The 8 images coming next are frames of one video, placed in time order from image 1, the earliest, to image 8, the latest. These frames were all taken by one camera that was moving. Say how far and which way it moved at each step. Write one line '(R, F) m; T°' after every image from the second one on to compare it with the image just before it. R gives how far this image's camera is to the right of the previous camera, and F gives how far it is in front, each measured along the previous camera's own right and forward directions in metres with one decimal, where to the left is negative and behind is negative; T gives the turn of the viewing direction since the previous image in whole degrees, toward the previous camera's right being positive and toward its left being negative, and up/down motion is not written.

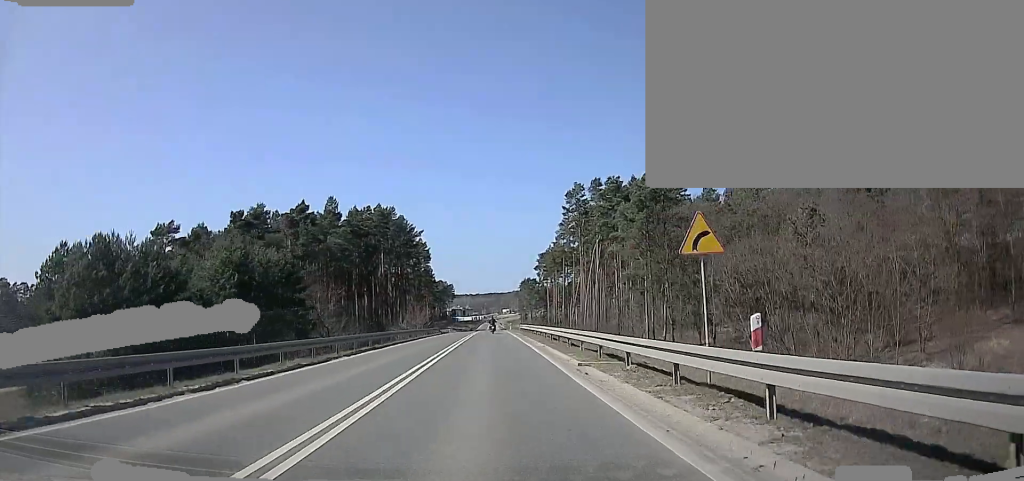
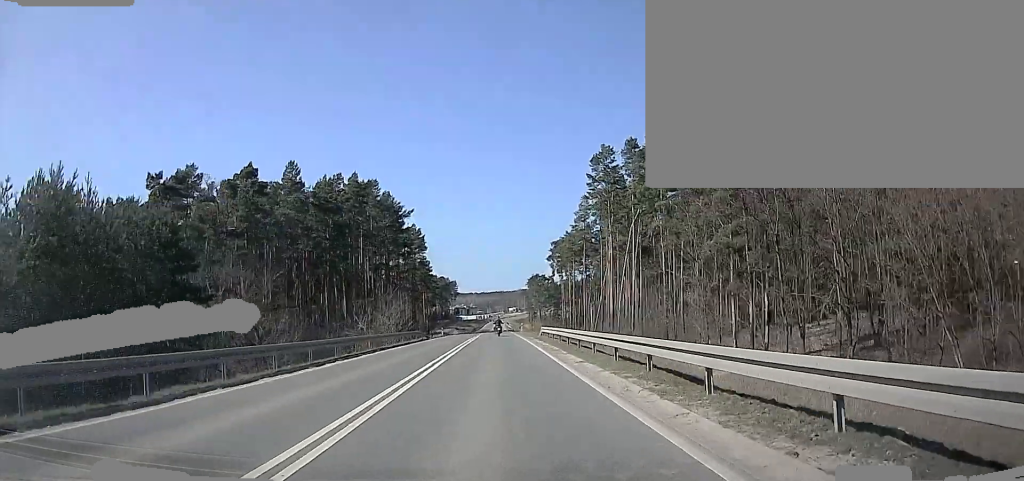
(0.0, +23.8) m; 0°
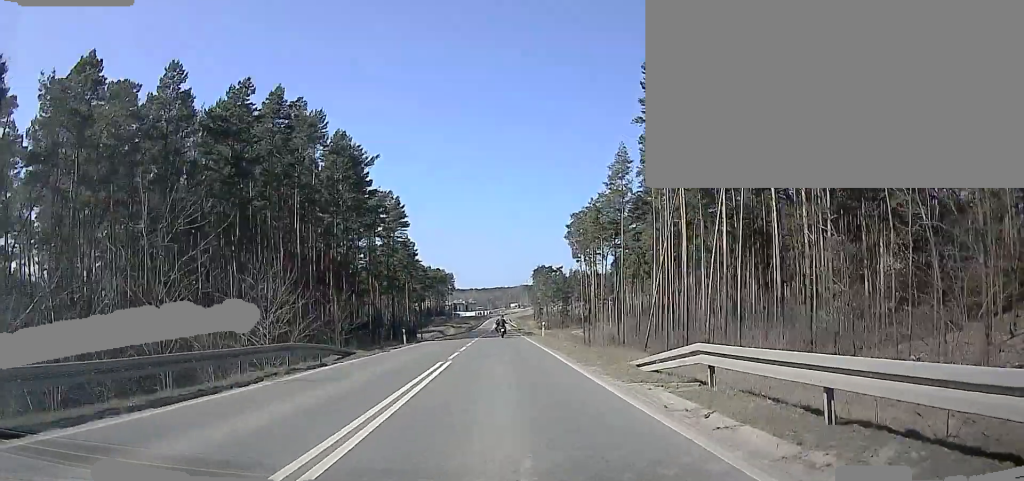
(0.0, +33.2) m; 0°
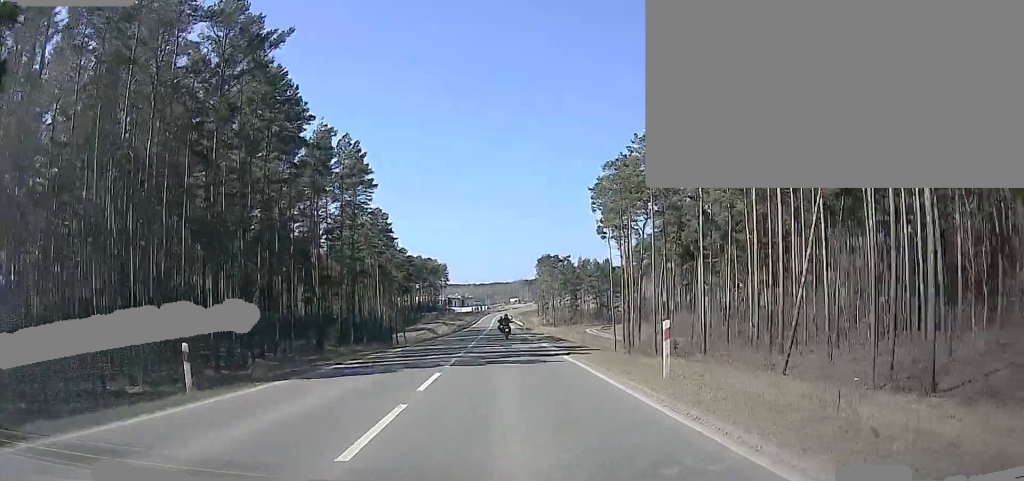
(0.0, +32.1) m; 0°
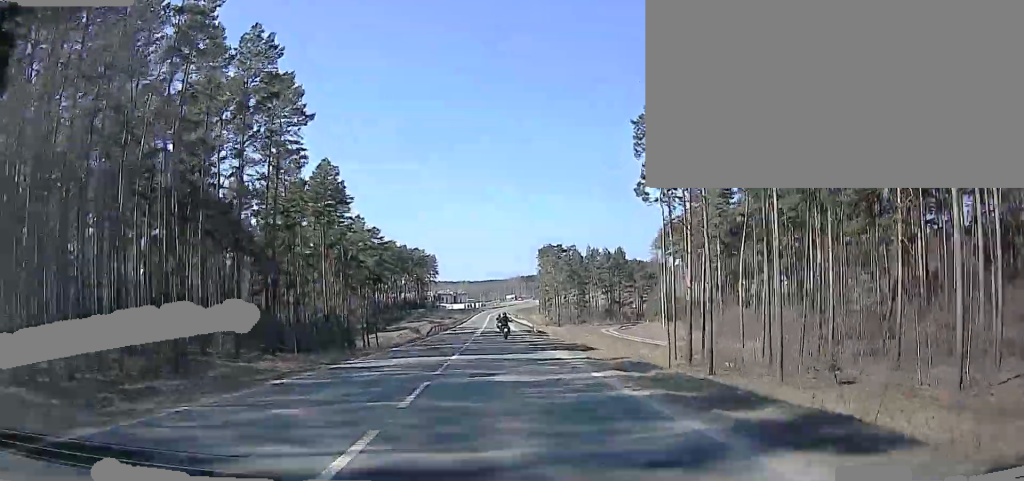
(0.0, +30.1) m; 0°
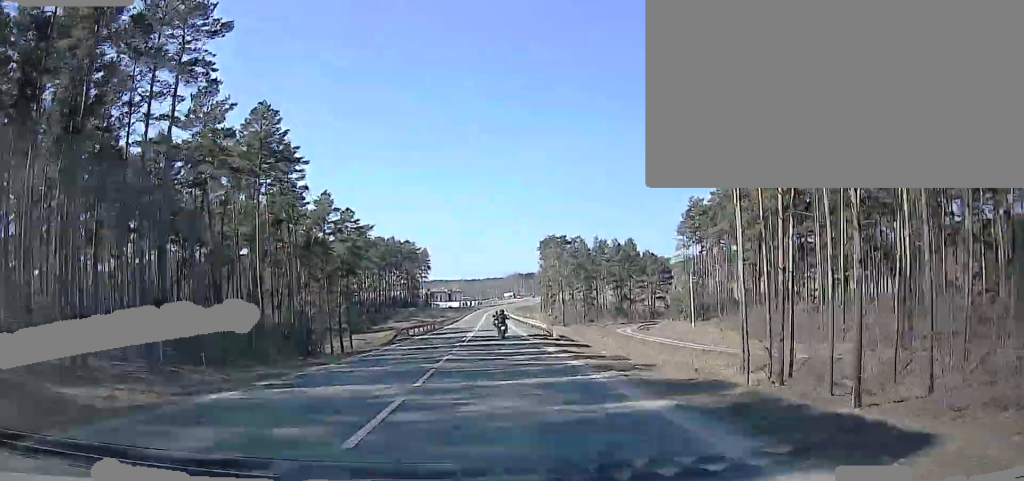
(0.0, +19.6) m; 0°
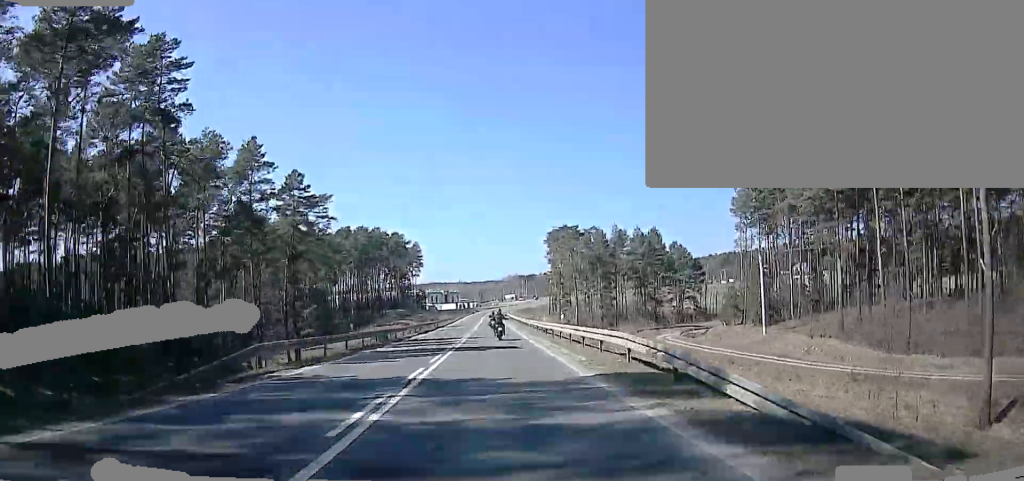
(-0.2, +27.1) m; -2°
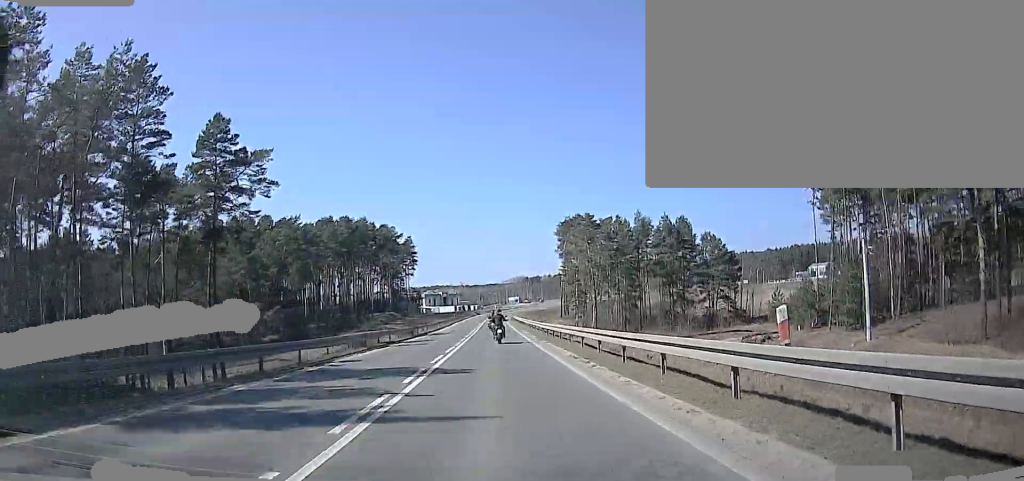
(-0.5, +23.0) m; -1°
